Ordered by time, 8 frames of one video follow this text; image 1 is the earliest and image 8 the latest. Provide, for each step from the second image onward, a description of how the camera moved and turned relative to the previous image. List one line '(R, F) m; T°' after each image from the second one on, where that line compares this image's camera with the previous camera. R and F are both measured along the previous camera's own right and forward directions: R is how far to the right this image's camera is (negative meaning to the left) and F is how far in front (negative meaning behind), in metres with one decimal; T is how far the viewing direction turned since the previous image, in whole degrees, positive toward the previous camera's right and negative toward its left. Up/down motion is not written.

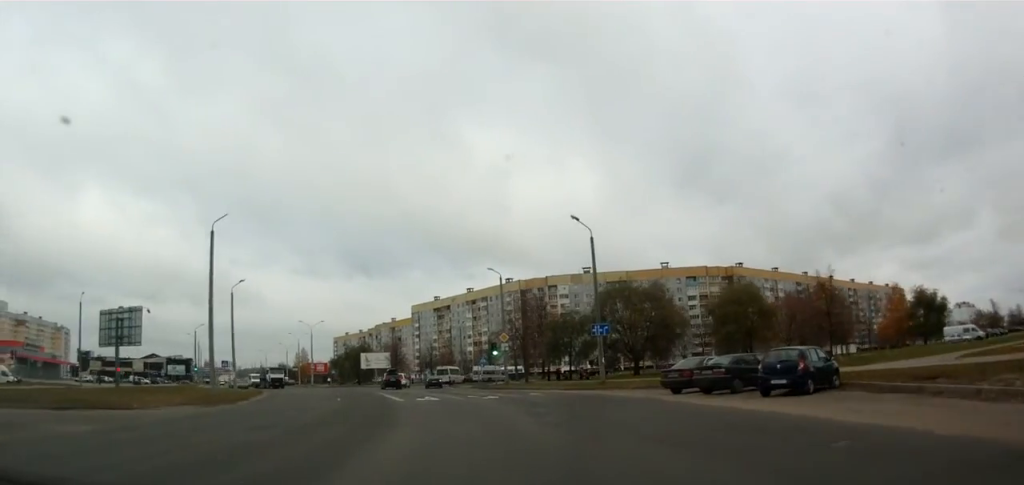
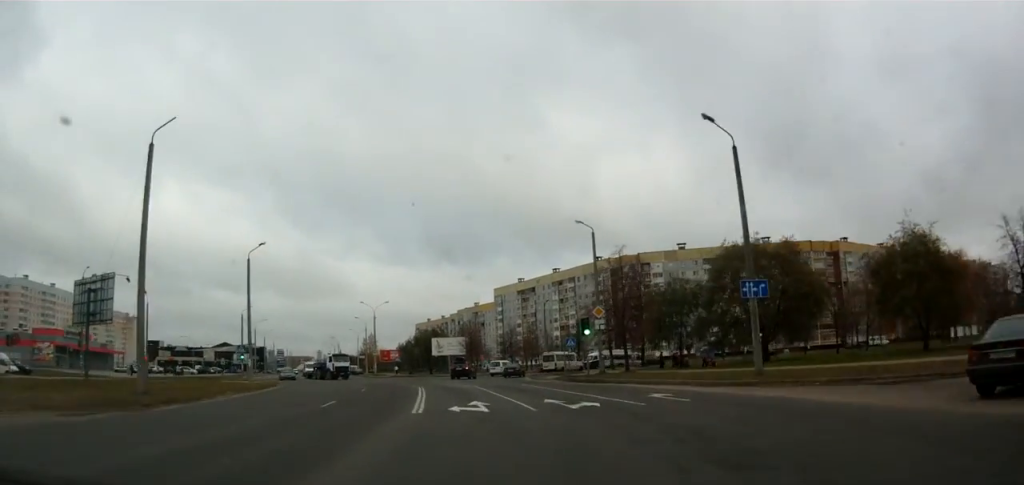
(-0.5, +15.1) m; -5°
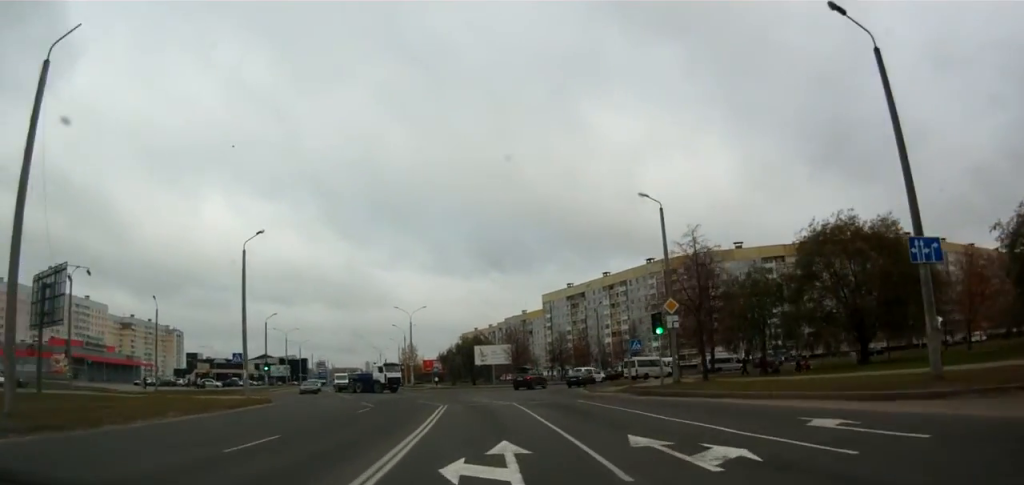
(-0.3, +9.3) m; -4°
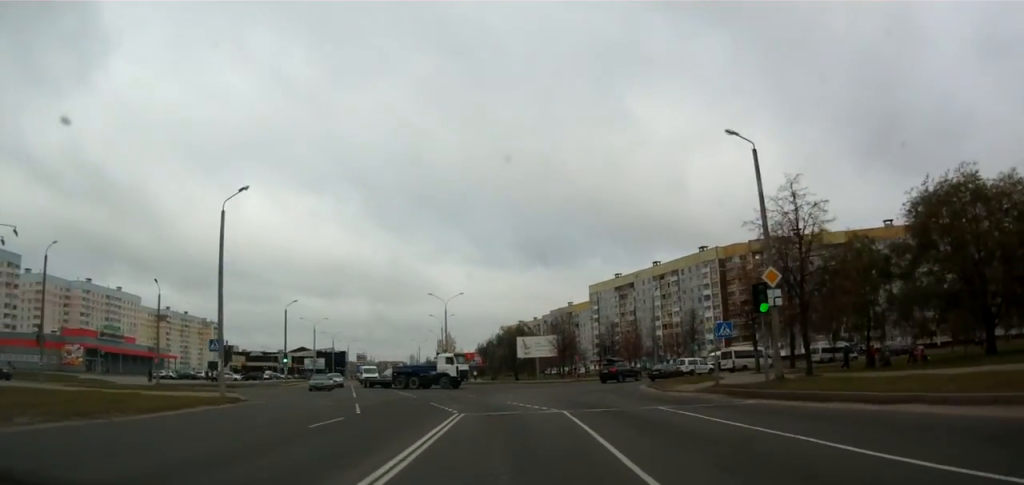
(-0.3, +9.6) m; -5°
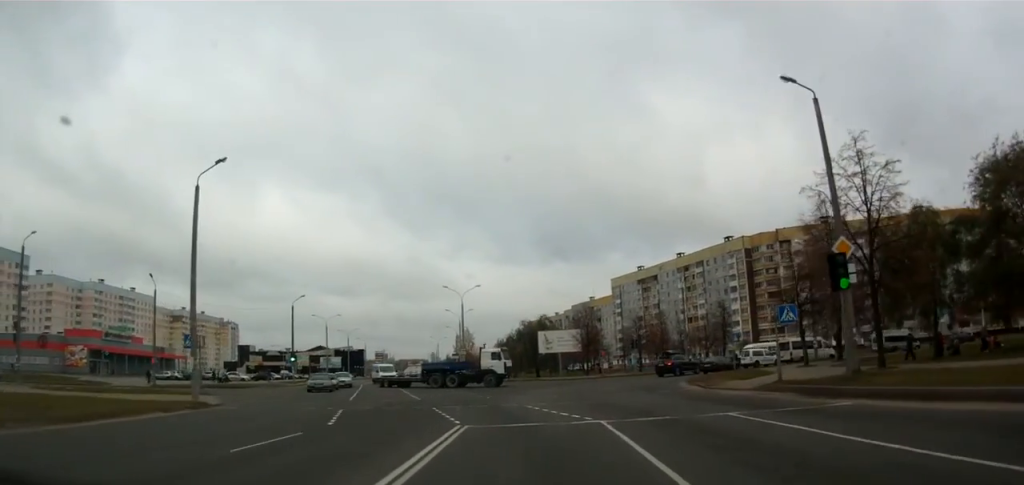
(-0.3, +5.2) m; -3°
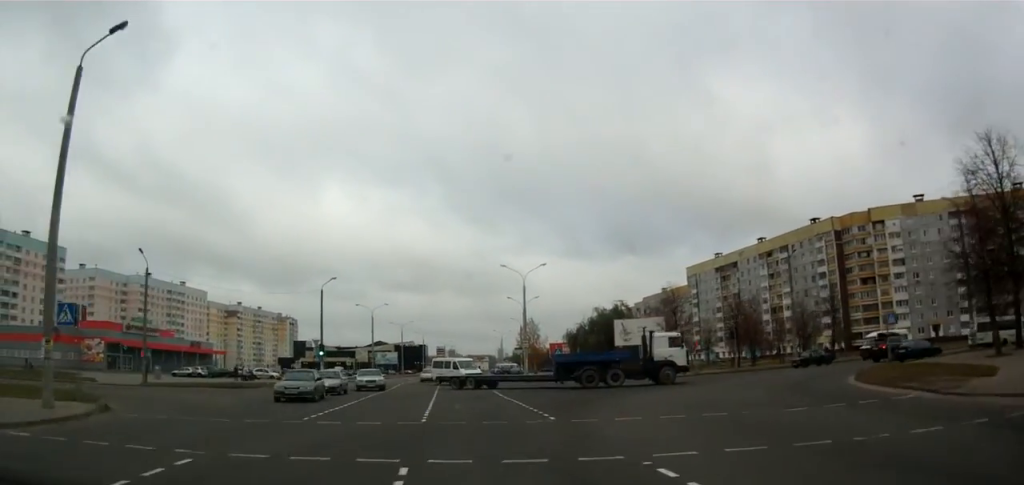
(-0.7, +13.8) m; -6°
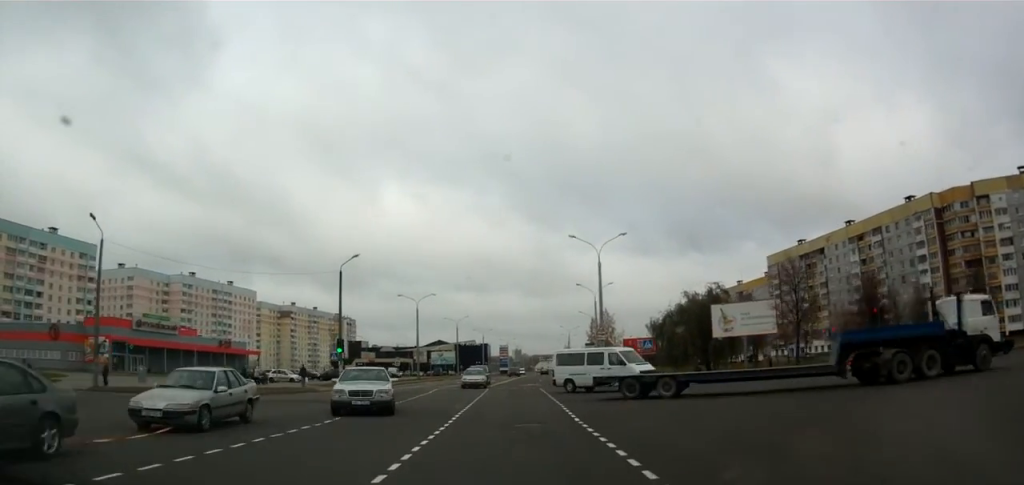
(-1.1, +15.5) m; -7°
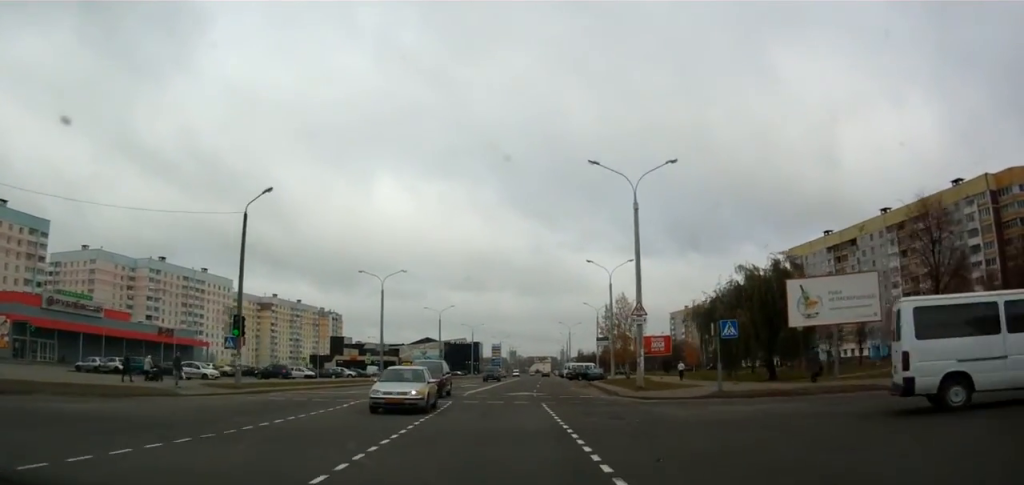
(-1.1, +18.4) m; -3°
